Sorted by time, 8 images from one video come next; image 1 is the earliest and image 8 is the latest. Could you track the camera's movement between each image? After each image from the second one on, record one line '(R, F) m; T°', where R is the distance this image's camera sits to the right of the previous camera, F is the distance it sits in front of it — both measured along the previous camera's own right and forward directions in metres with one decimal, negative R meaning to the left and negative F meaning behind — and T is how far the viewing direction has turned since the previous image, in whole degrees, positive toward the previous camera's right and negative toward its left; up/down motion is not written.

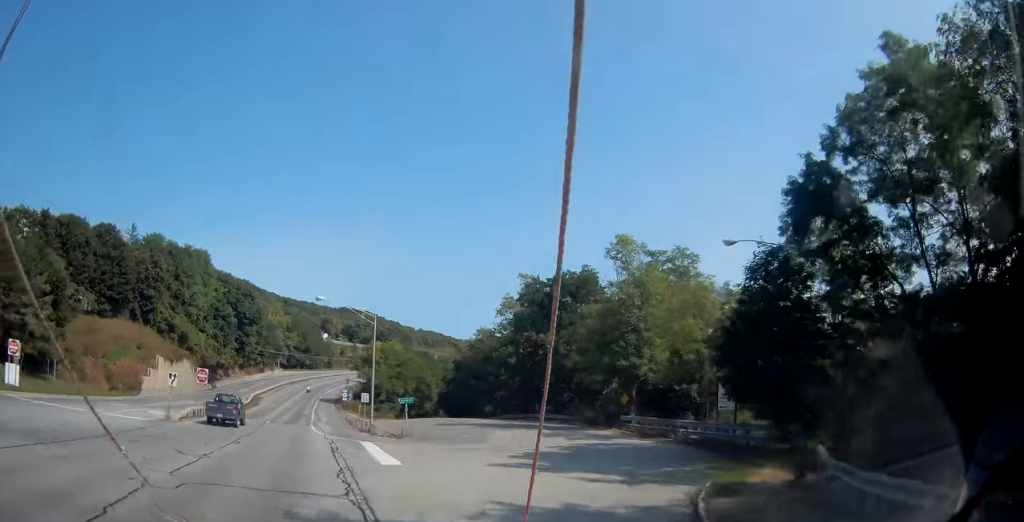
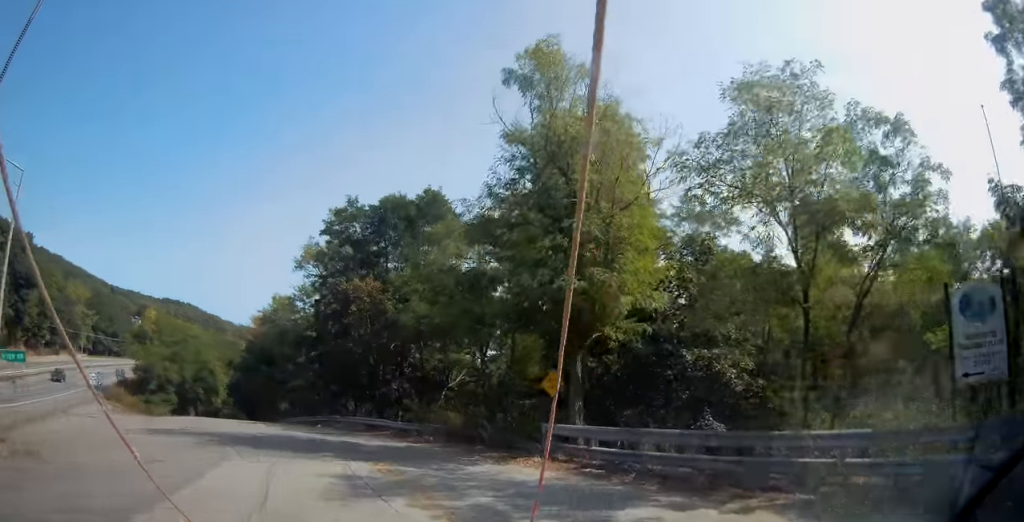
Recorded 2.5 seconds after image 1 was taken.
(+4.1, +24.2) m; +15°
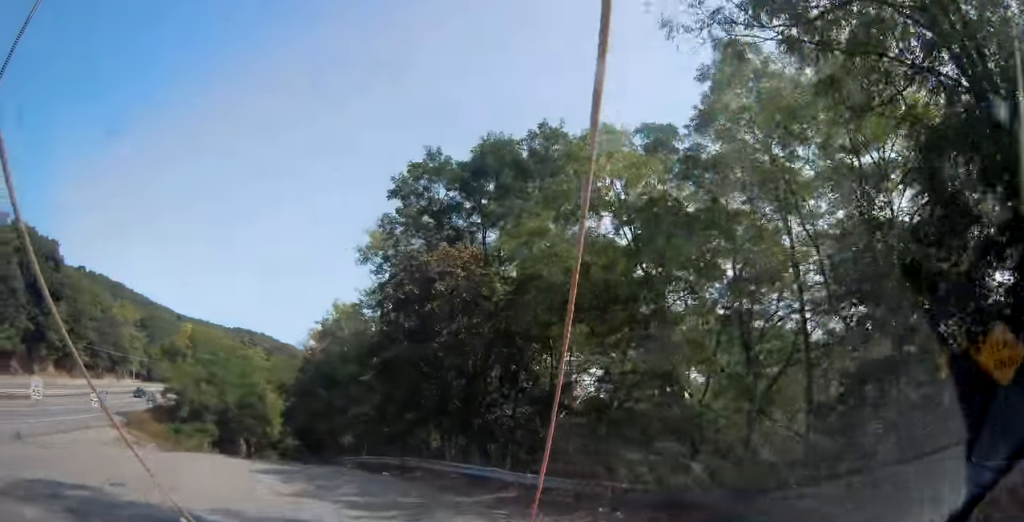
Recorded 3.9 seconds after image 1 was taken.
(-0.4, +12.8) m; -6°
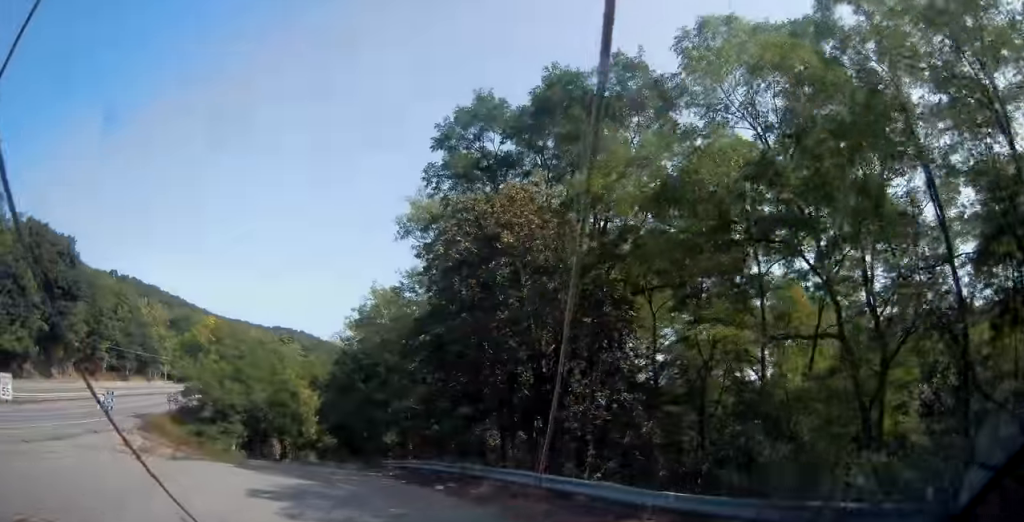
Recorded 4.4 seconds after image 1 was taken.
(-0.1, +5.4) m; -4°
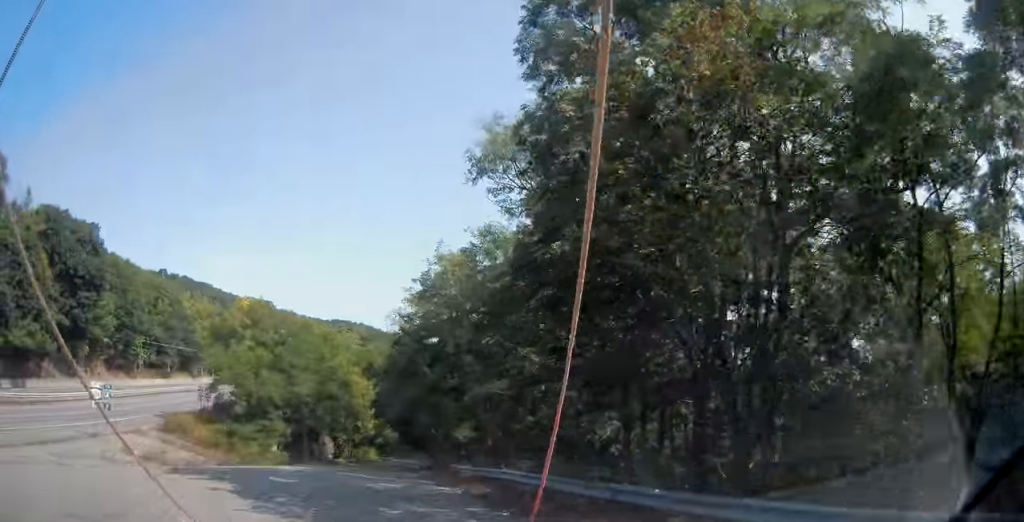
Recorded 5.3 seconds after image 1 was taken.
(-0.7, +8.2) m; -5°
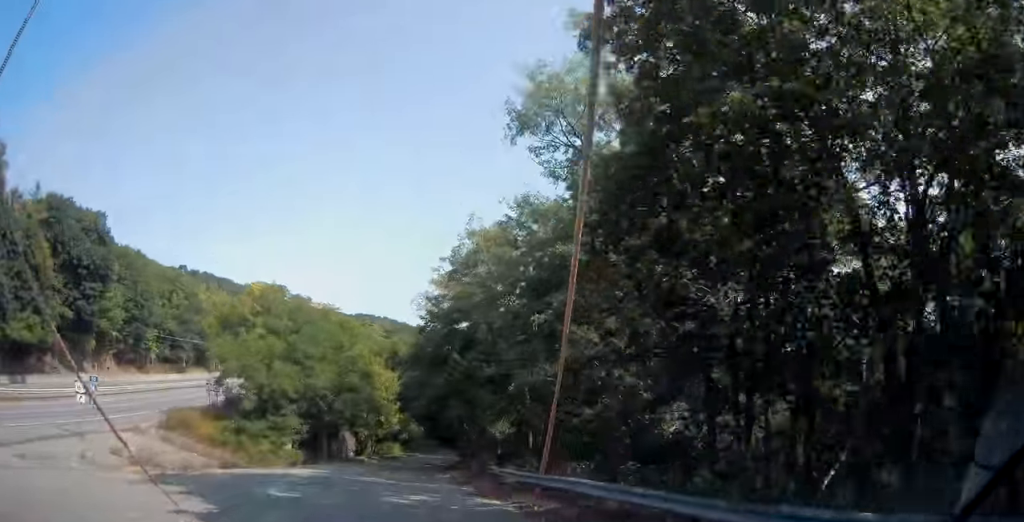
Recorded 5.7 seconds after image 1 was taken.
(0.0, +4.2) m; -1°
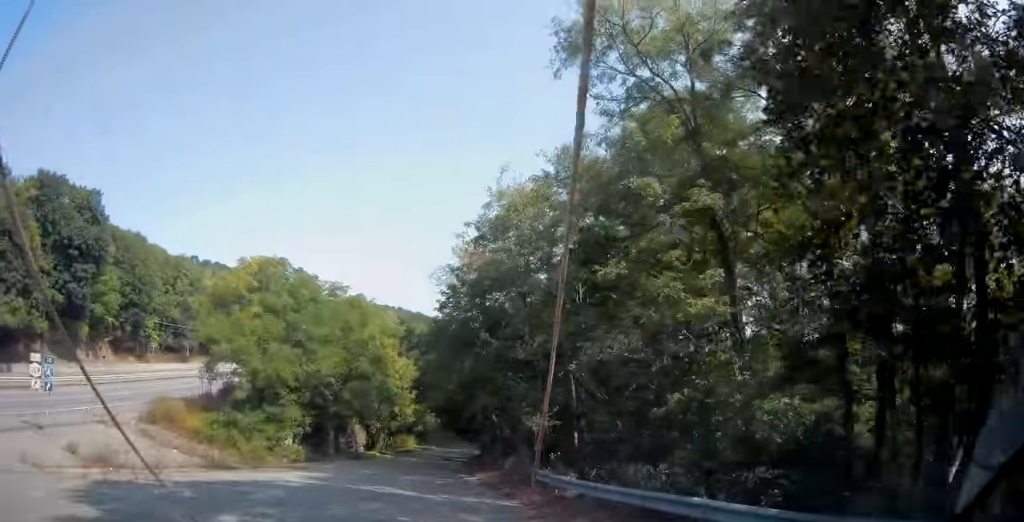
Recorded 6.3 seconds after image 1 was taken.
(+0.1, +5.2) m; -1°
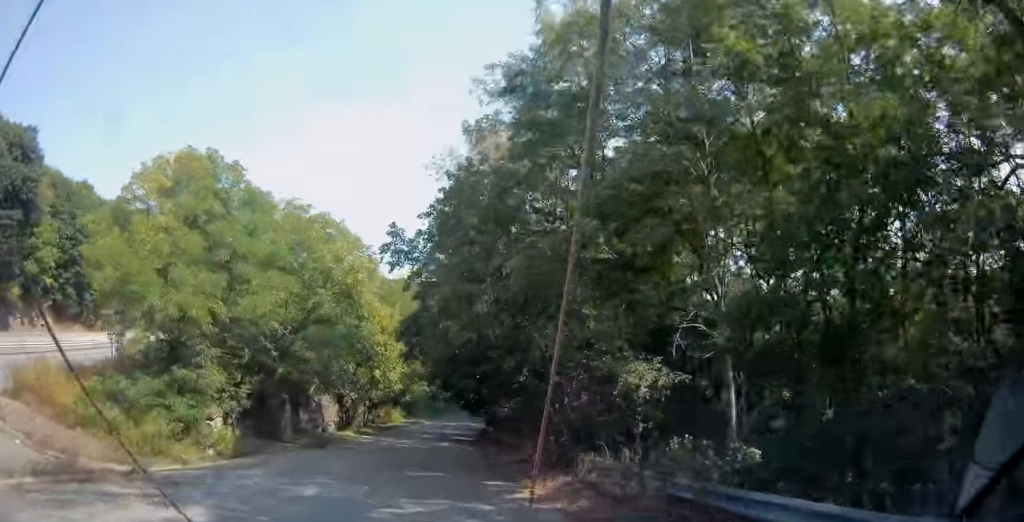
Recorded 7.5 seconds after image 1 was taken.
(-0.3, +13.0) m; 0°
